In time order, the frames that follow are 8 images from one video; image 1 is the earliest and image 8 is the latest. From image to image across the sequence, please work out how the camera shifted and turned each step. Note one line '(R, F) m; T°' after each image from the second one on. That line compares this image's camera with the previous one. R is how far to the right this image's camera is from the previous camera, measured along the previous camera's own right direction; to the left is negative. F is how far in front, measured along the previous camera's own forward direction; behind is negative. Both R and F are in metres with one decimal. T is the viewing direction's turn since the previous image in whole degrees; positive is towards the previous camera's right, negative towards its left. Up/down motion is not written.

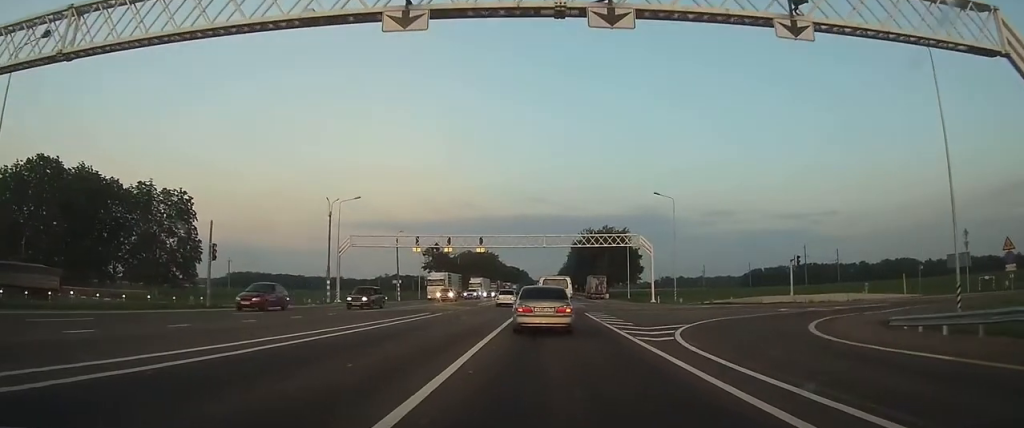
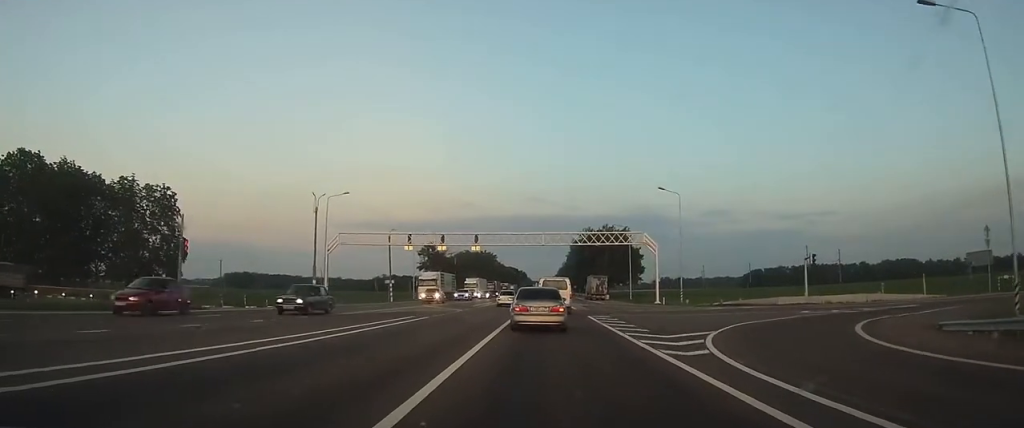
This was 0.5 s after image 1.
(0.0, +3.4) m; 0°
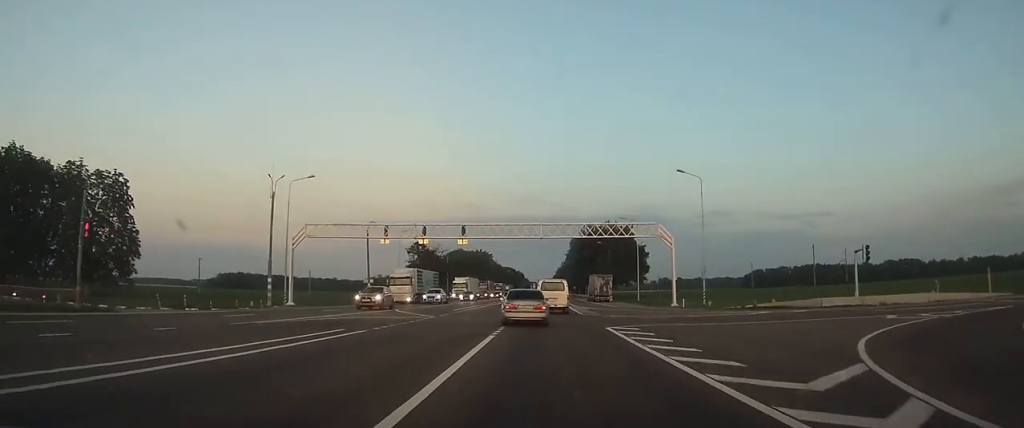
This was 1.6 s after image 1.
(+0.1, +9.7) m; +1°
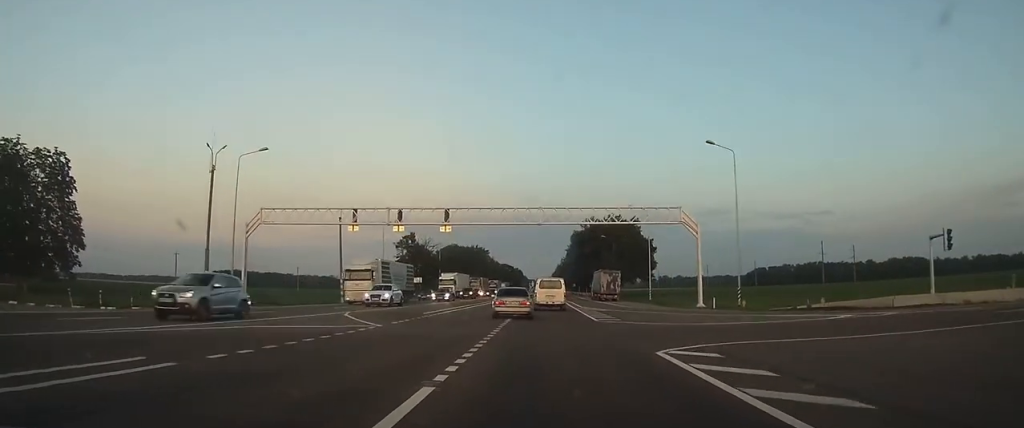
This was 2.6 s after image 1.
(+0.1, +10.0) m; +1°
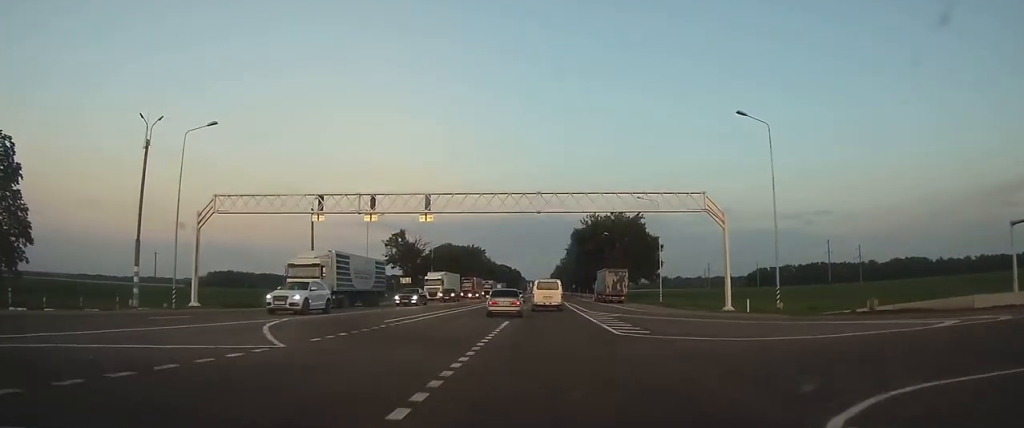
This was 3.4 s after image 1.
(0.0, +7.7) m; 0°
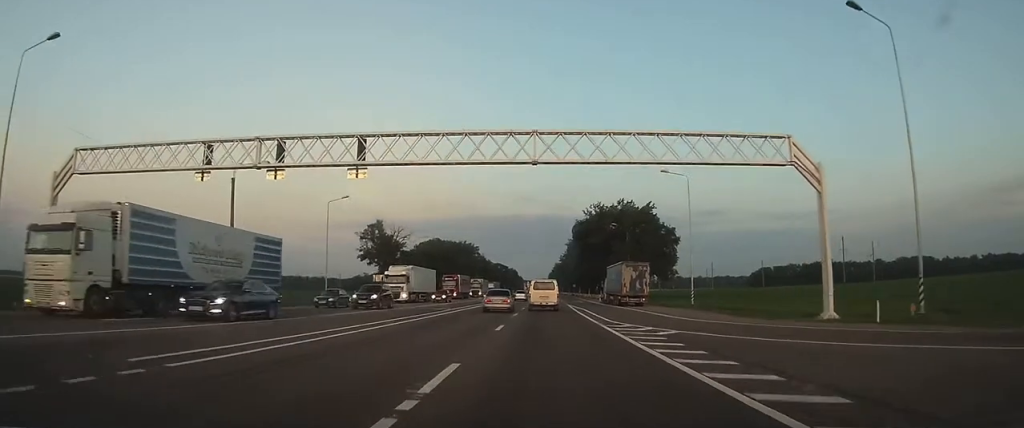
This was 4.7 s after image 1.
(0.0, +15.3) m; 0°
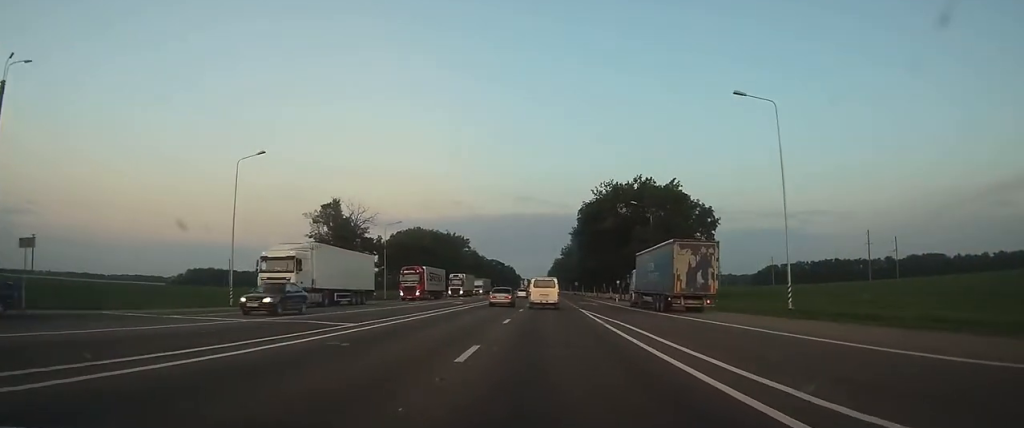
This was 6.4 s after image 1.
(0.0, +21.5) m; 0°
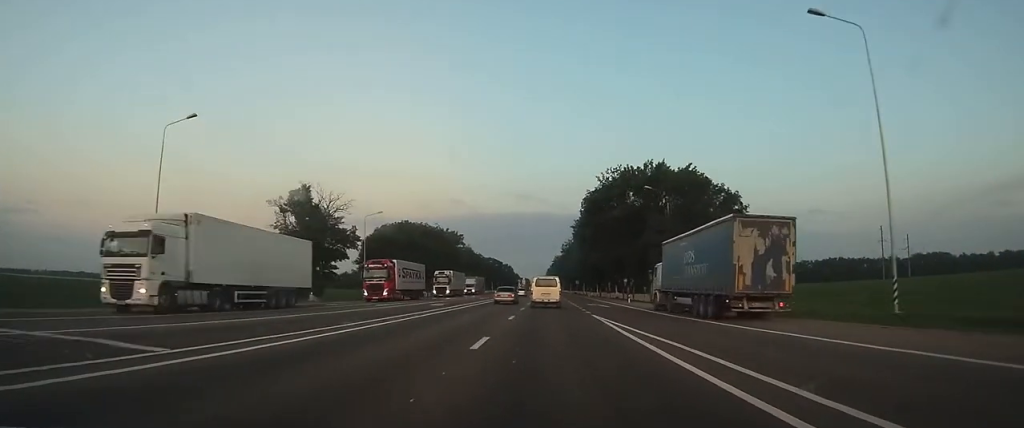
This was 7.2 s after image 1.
(0.0, +10.4) m; 0°
